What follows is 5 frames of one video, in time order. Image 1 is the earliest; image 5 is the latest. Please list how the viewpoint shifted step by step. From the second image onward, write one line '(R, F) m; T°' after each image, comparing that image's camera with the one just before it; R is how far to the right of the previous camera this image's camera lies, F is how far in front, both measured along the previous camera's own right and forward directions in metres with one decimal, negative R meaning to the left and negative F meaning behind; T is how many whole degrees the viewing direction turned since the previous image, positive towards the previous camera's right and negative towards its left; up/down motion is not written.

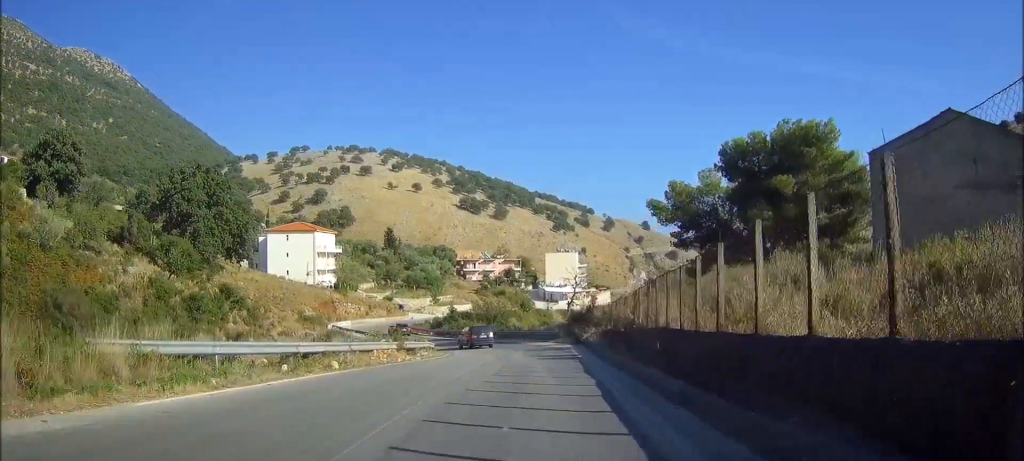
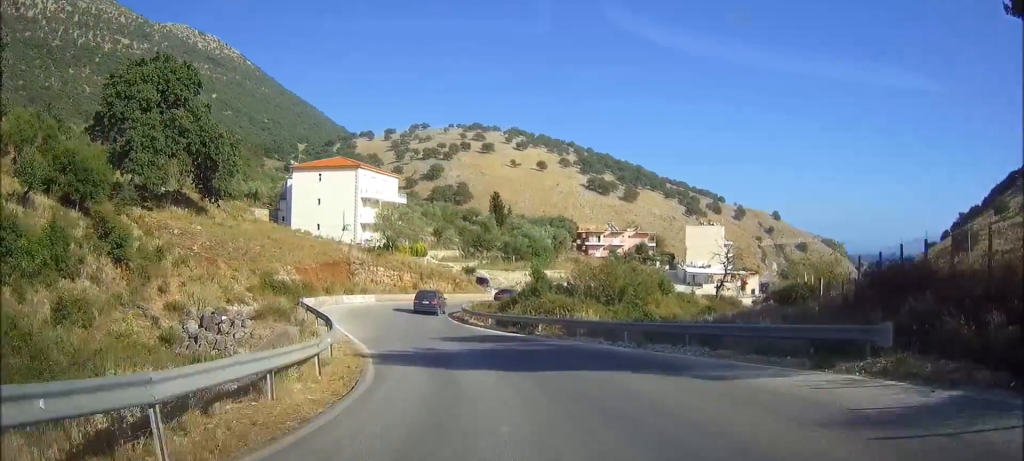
(-3.4, +40.4) m; -15°
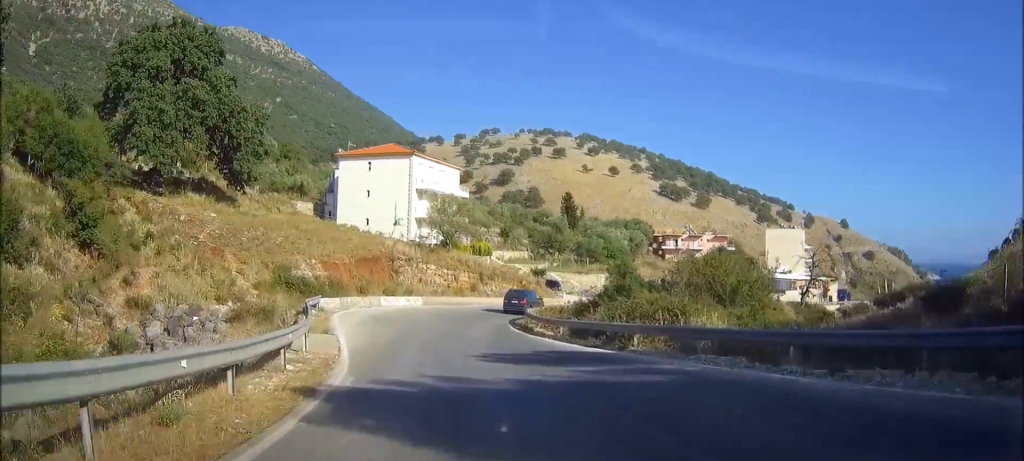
(-0.6, +9.6) m; -4°
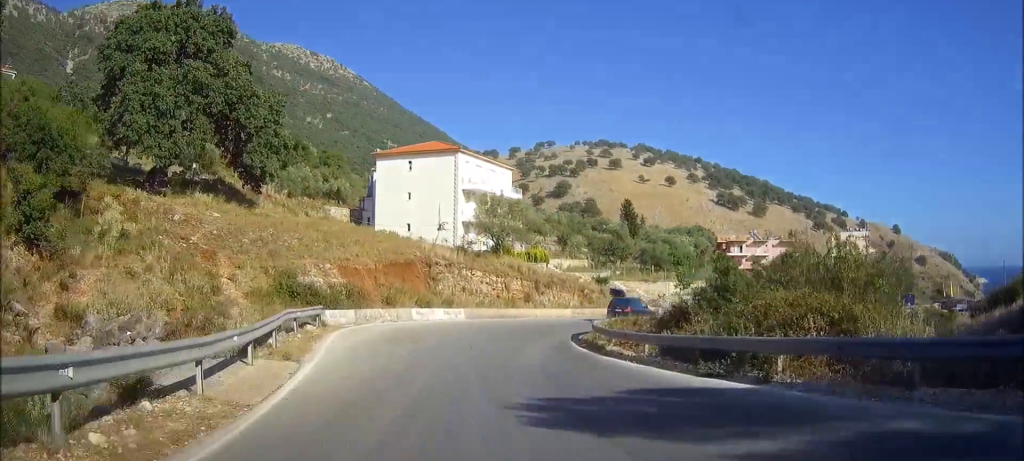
(-0.2, +7.9) m; -2°
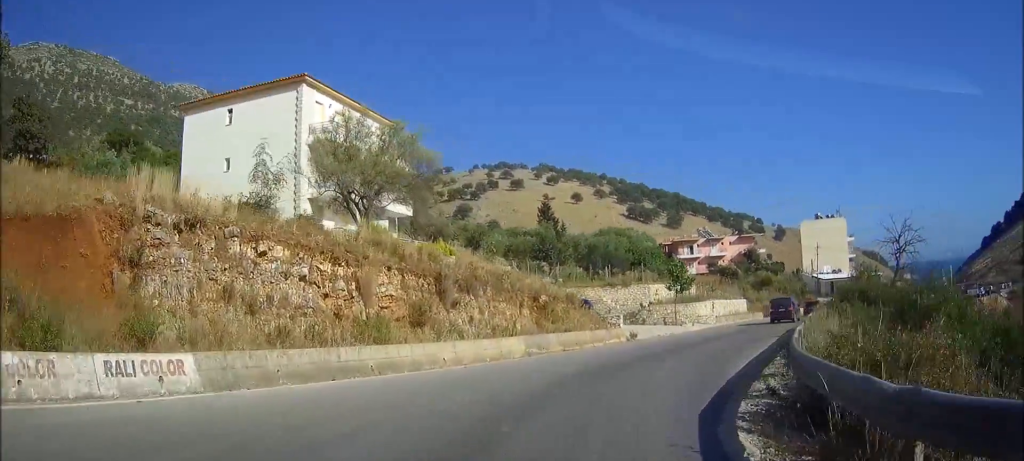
(+1.6, +27.0) m; +14°
